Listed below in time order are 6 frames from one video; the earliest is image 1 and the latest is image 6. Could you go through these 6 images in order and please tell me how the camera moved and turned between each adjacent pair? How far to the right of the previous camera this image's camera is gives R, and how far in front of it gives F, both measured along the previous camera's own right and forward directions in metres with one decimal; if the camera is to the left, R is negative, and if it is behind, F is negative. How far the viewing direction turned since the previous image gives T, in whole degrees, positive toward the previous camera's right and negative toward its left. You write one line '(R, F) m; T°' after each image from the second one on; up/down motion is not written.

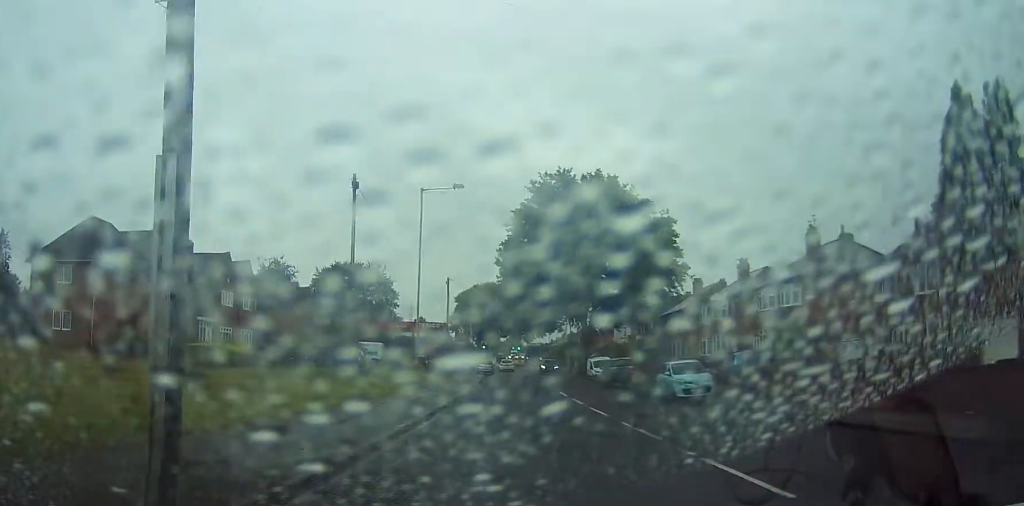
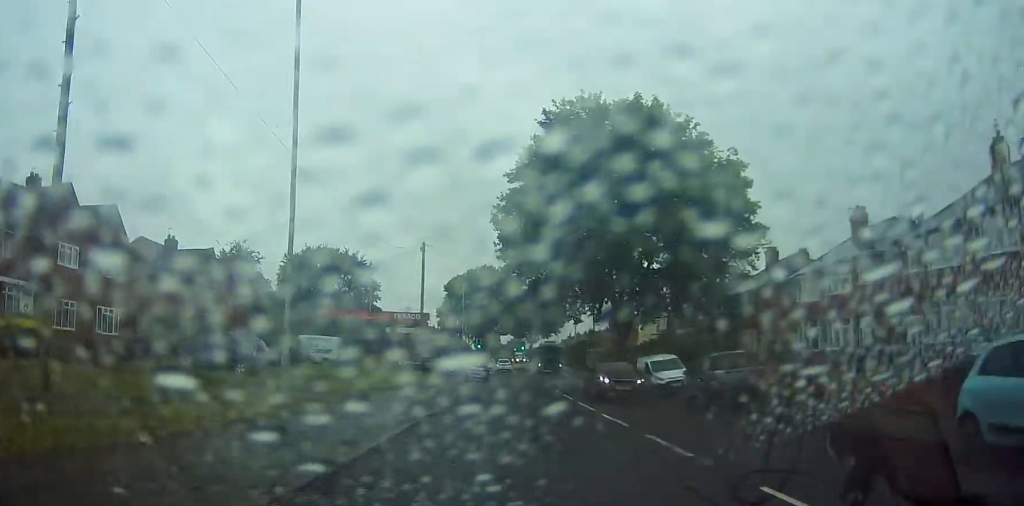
(+0.1, +20.9) m; -1°
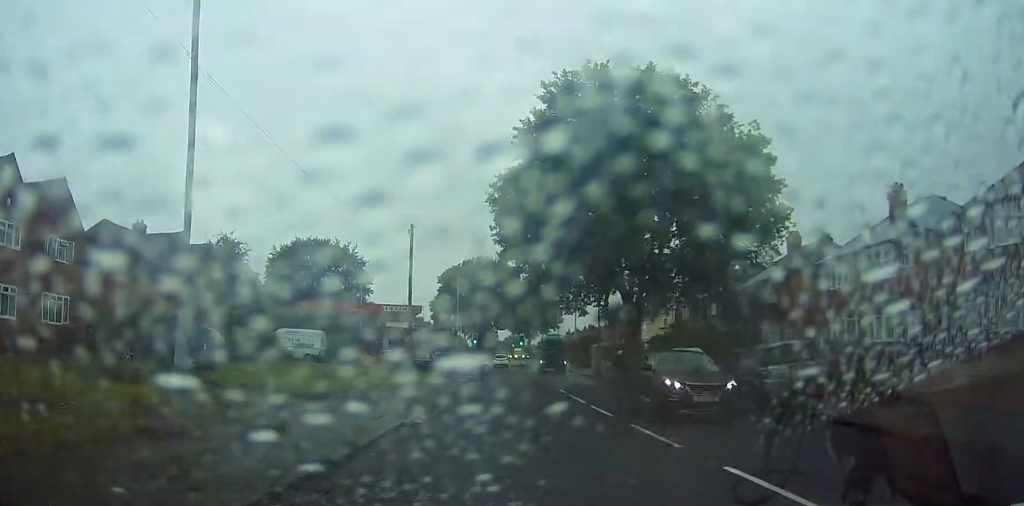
(-0.1, +4.8) m; -1°
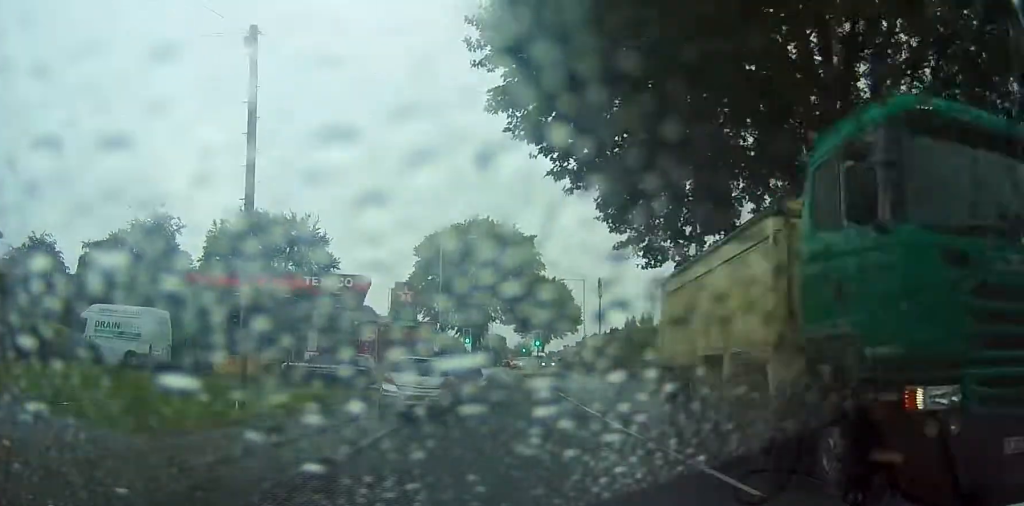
(-0.1, +27.6) m; 0°
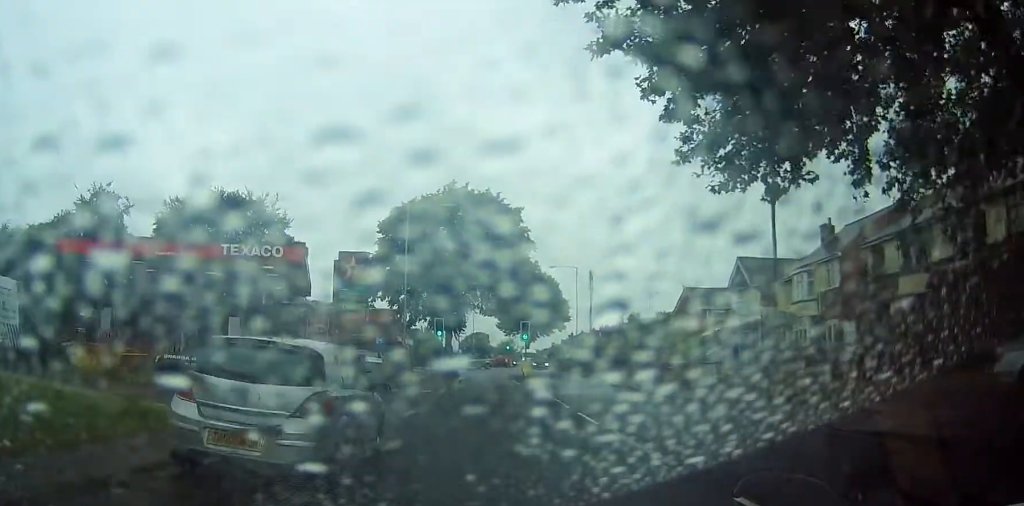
(0.0, +9.3) m; +2°
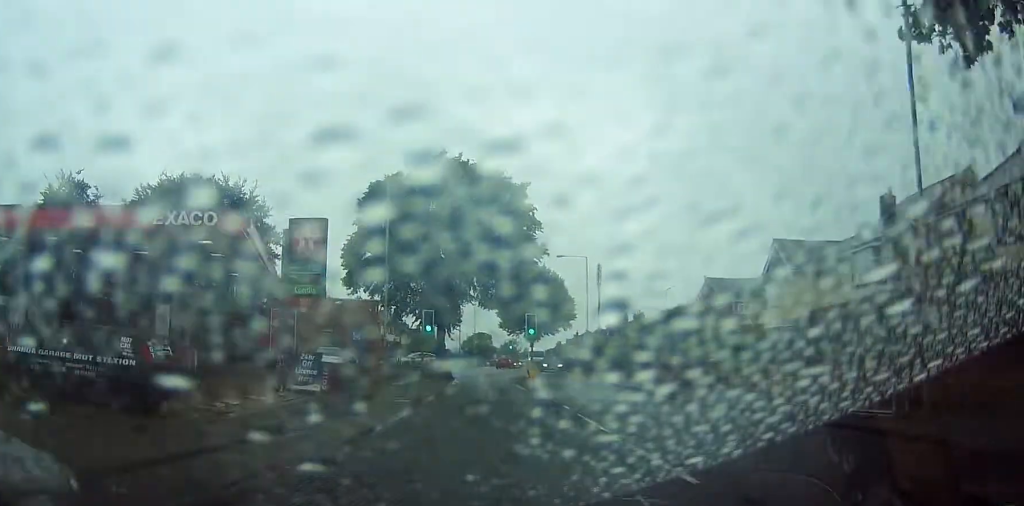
(+0.3, +6.8) m; 0°
